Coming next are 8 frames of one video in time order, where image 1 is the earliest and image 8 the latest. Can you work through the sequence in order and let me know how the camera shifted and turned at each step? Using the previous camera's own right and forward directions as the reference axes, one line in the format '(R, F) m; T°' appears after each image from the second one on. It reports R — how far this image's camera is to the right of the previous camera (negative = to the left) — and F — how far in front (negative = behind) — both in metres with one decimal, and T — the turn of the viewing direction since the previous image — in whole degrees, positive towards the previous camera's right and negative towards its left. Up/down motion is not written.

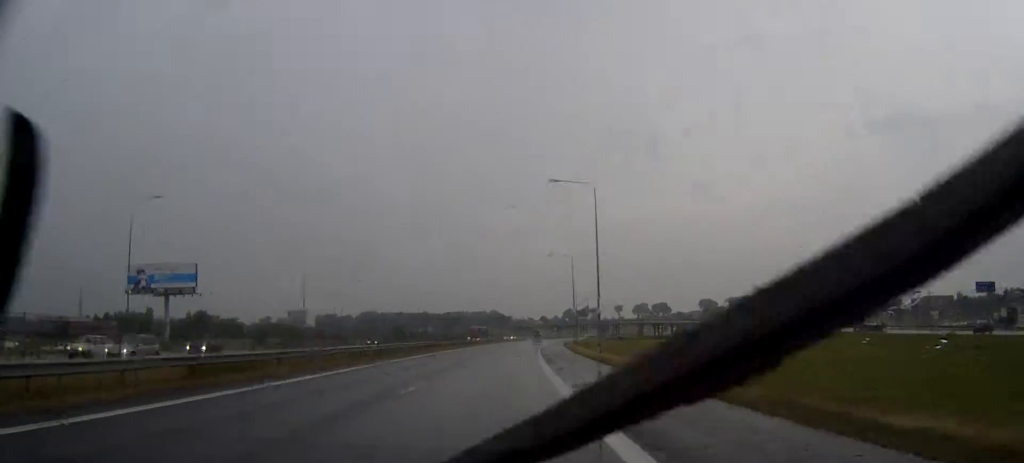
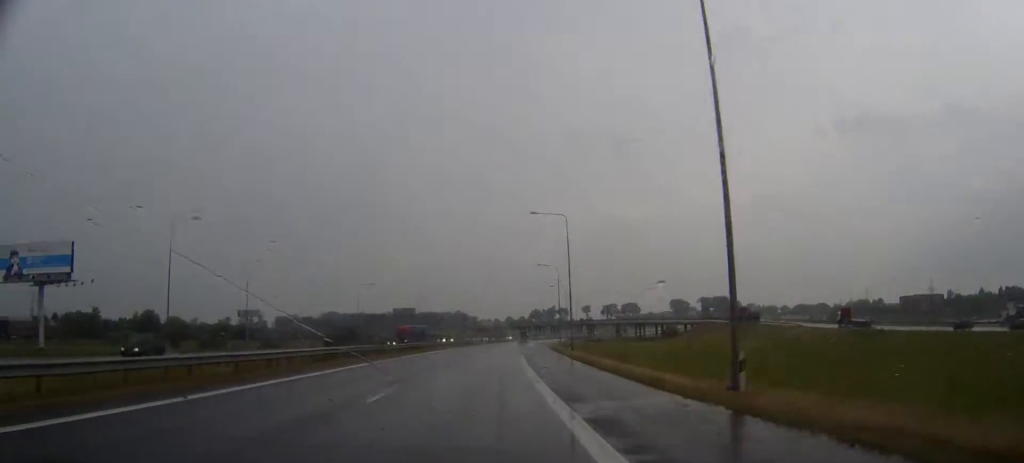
(+0.8, +34.5) m; +2°
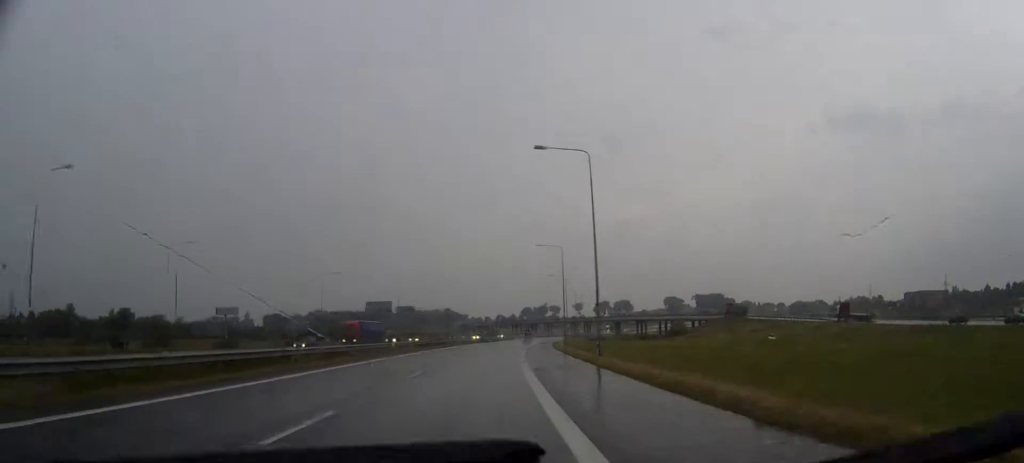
(+0.2, +22.2) m; +1°
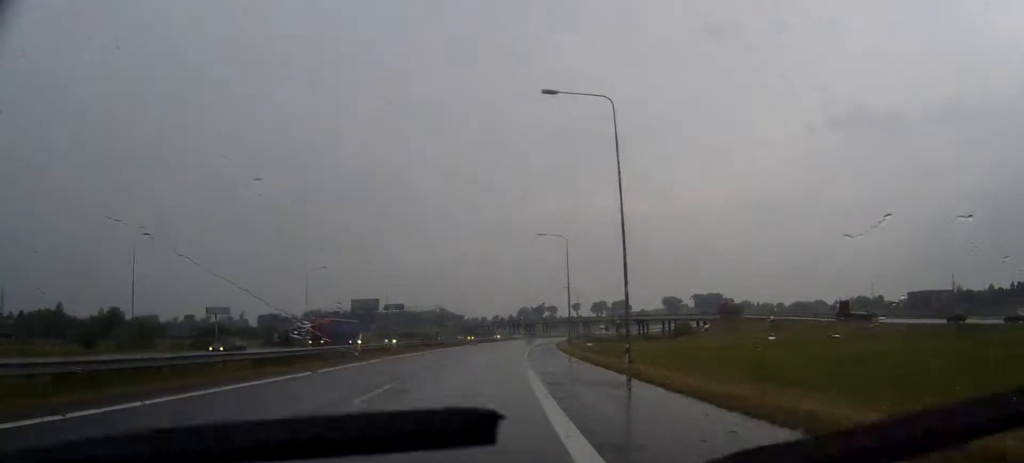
(0.0, +10.5) m; 0°
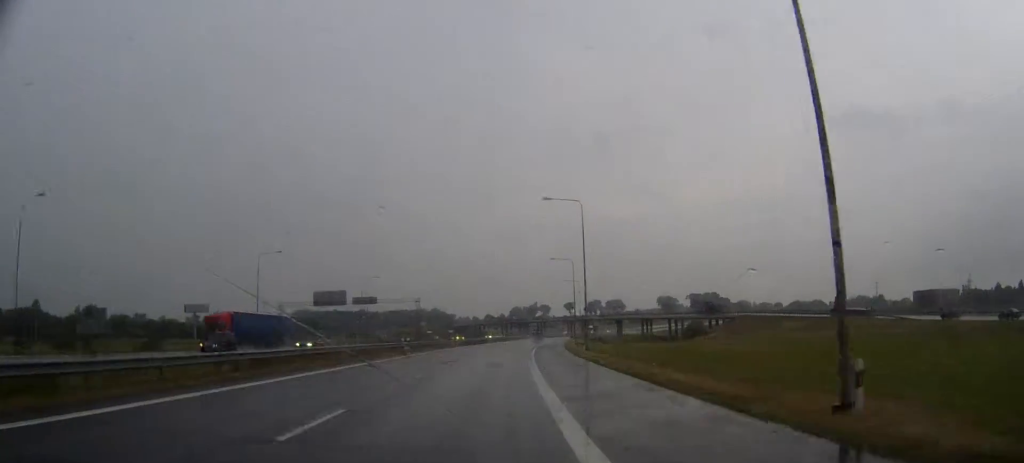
(+0.1, +20.9) m; +1°
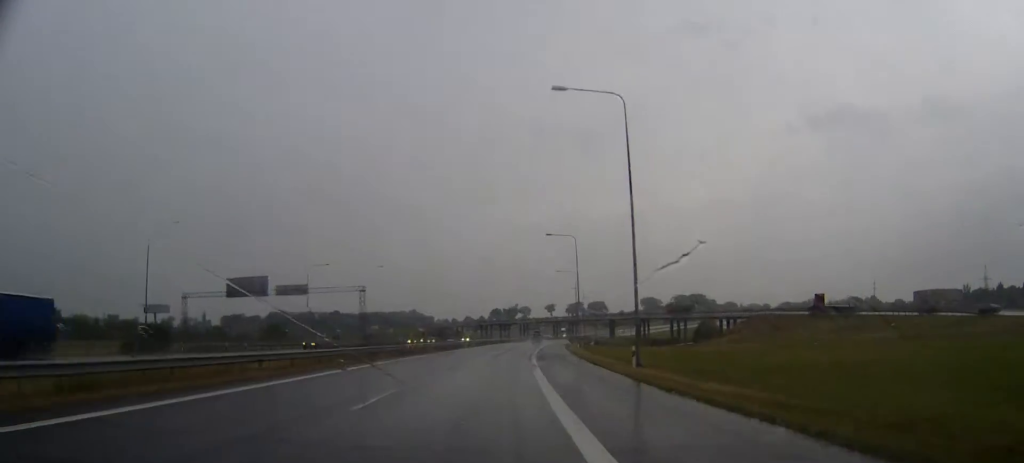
(+0.4, +27.9) m; +2°
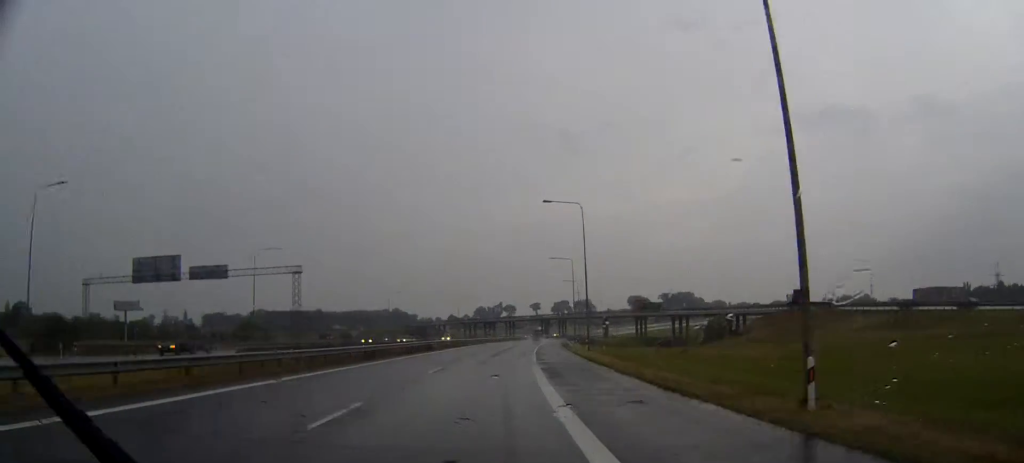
(+0.2, +18.7) m; +1°
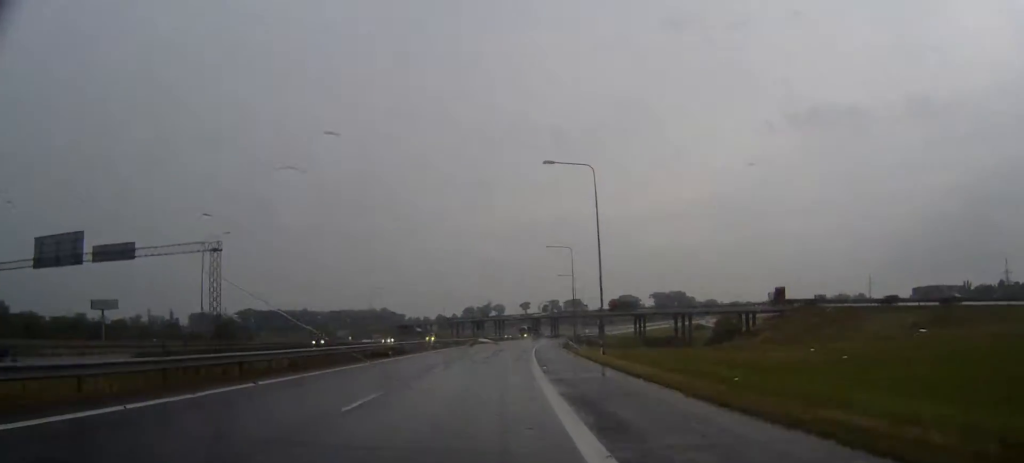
(0.0, +13.8) m; +1°
